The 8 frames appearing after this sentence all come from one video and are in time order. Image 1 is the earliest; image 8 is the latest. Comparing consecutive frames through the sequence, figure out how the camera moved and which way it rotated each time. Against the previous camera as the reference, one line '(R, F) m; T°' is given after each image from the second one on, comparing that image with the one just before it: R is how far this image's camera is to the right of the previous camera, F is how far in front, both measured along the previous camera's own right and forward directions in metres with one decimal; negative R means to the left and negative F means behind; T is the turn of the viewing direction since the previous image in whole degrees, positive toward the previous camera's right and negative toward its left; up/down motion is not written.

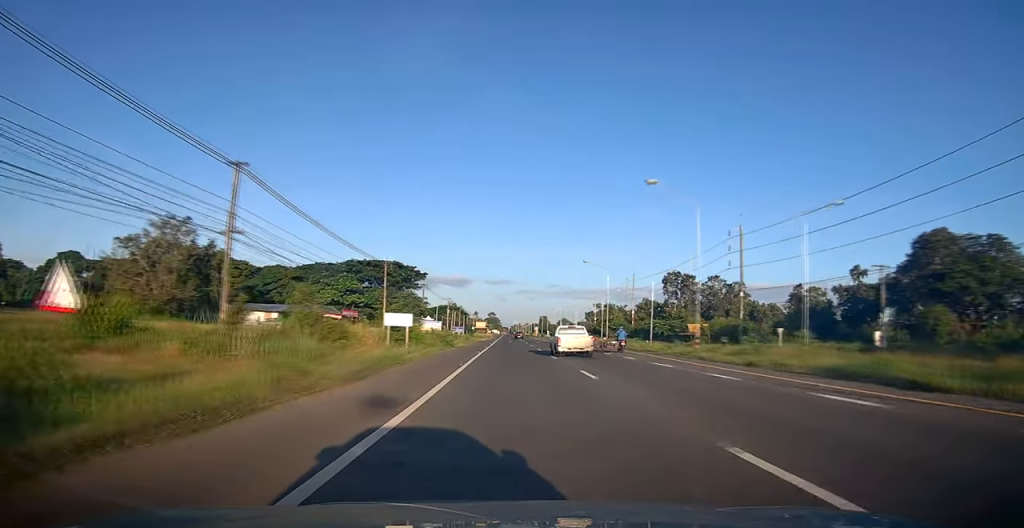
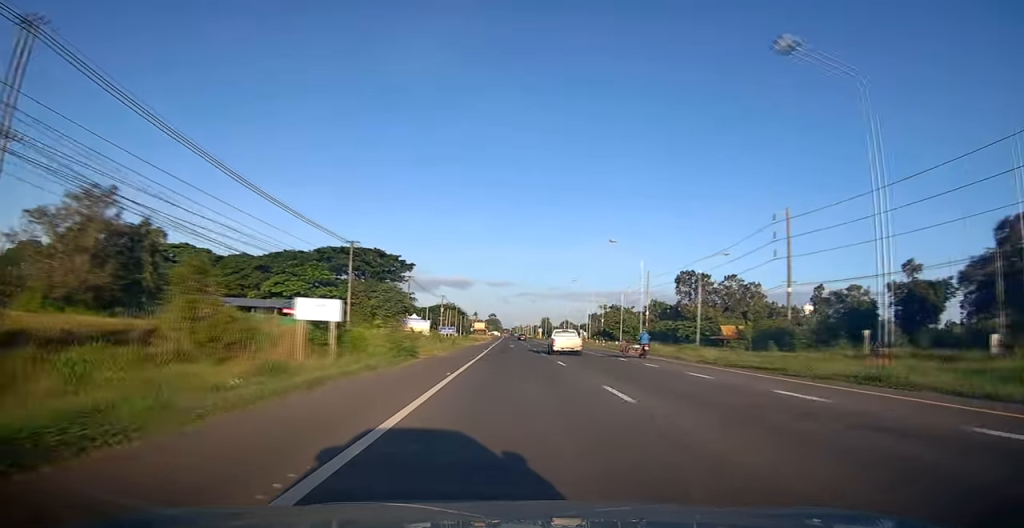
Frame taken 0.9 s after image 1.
(-0.4, +16.4) m; -1°
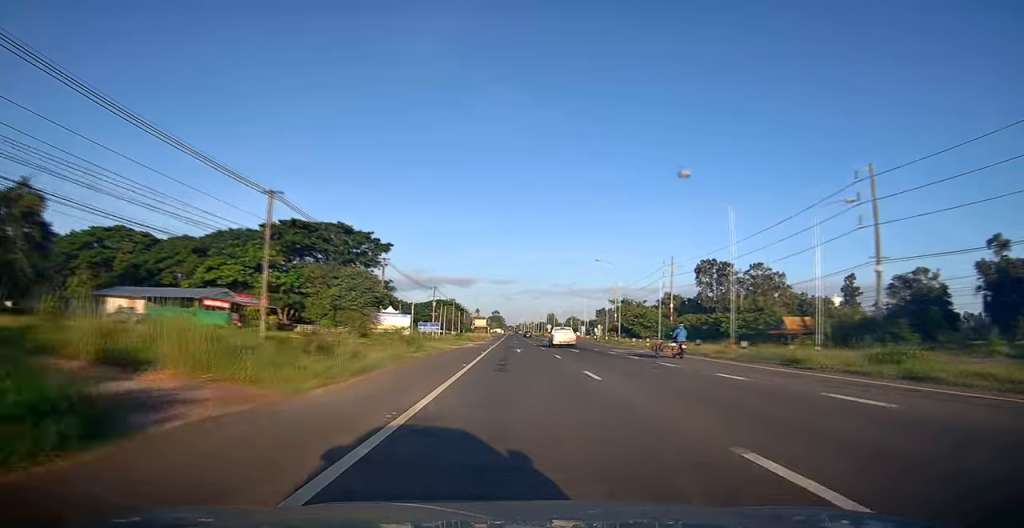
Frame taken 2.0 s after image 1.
(+0.2, +19.8) m; 0°
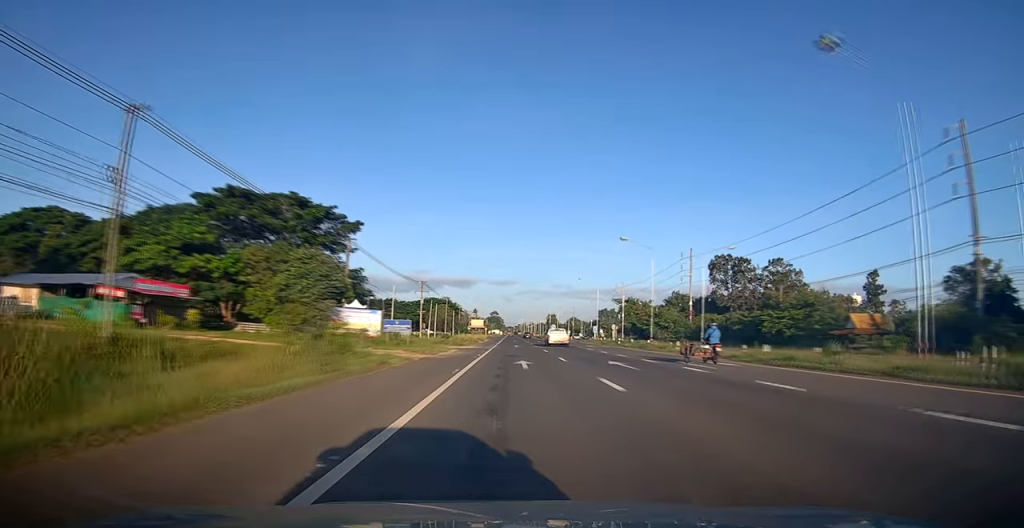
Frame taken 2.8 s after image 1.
(-0.3, +14.7) m; 0°
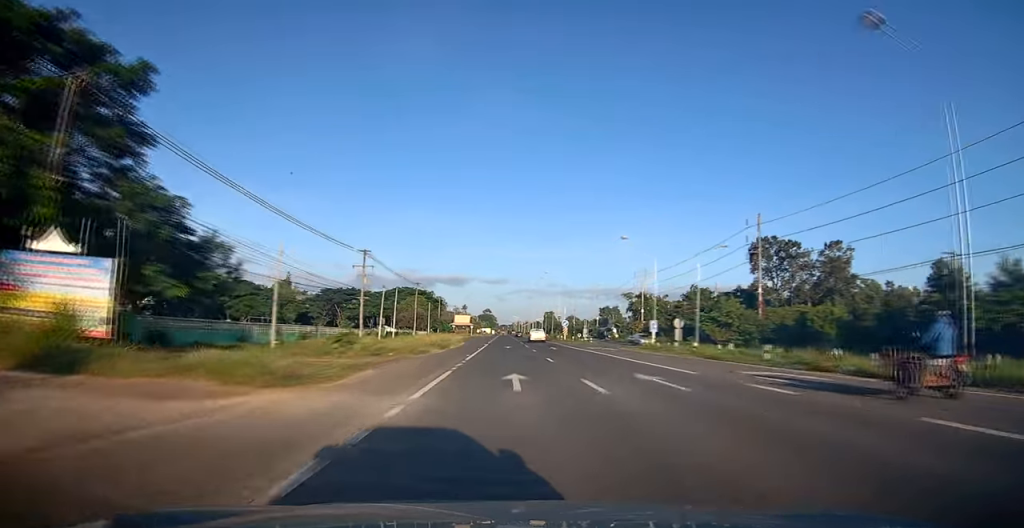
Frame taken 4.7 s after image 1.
(+0.1, +36.4) m; 0°
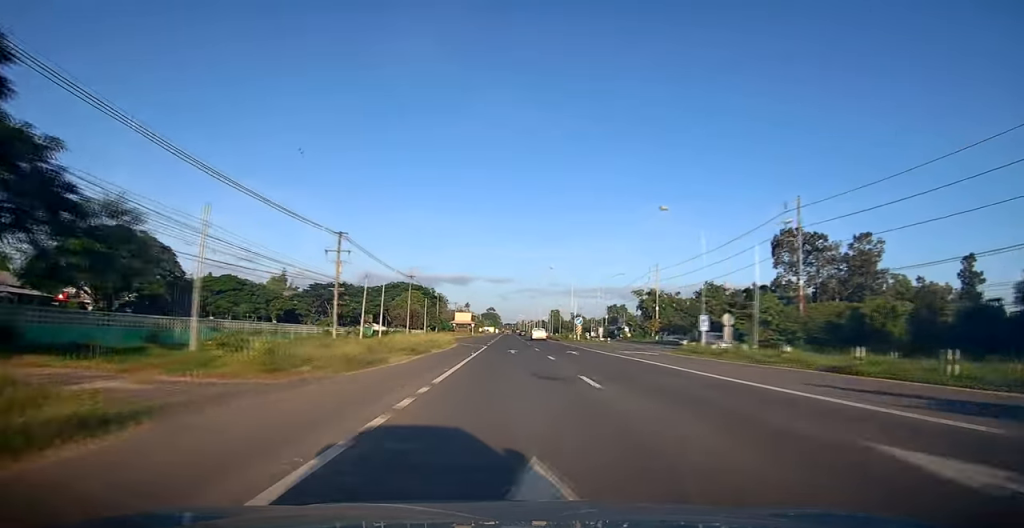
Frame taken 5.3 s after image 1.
(+0.1, +11.1) m; 0°
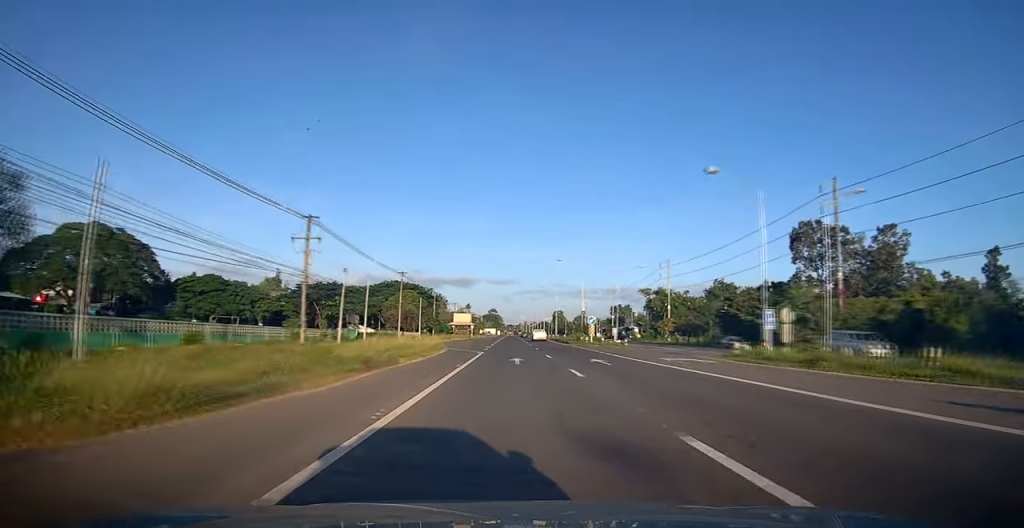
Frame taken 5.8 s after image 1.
(+0.2, +8.9) m; 0°
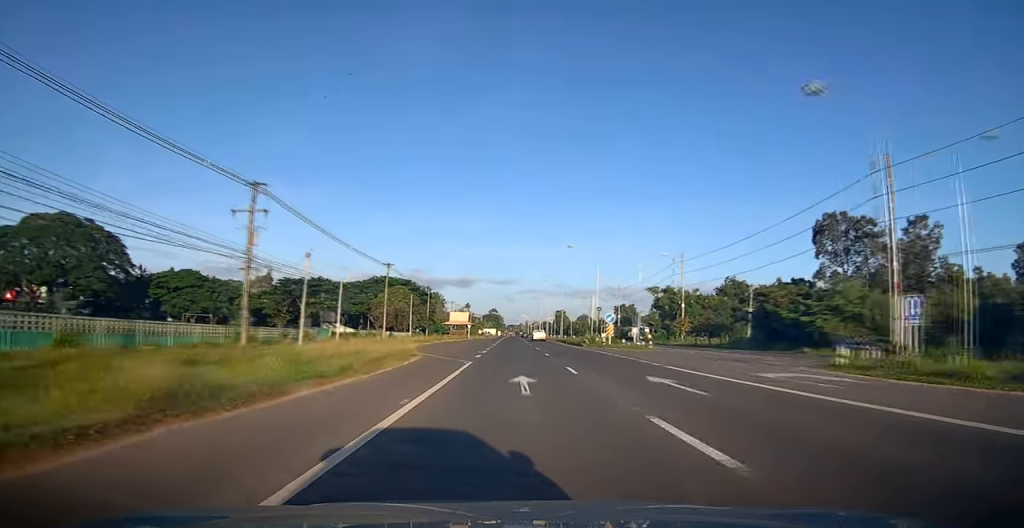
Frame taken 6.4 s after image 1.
(-0.2, +10.3) m; 0°
